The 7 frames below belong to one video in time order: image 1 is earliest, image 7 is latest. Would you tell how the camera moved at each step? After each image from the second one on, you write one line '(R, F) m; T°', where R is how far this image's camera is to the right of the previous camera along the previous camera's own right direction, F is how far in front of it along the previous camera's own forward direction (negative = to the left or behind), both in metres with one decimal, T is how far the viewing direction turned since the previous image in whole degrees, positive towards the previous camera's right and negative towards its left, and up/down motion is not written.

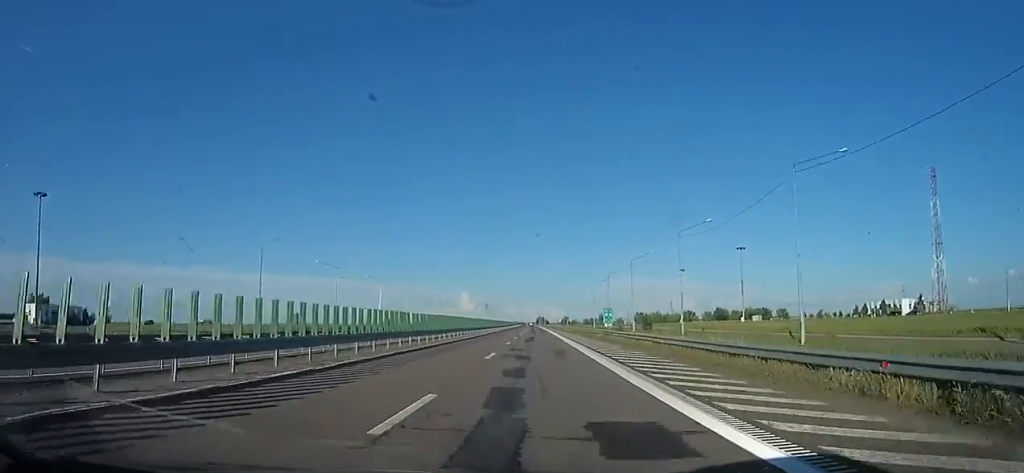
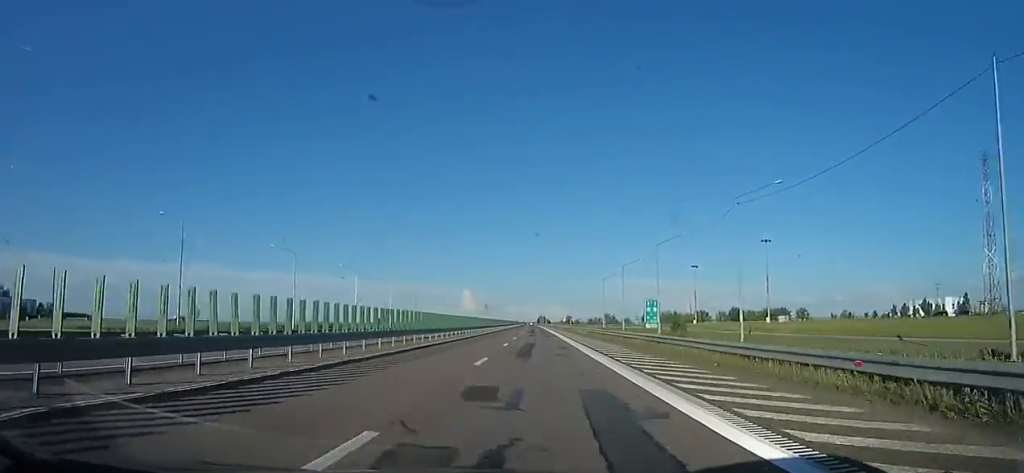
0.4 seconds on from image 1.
(0.0, +15.2) m; 0°
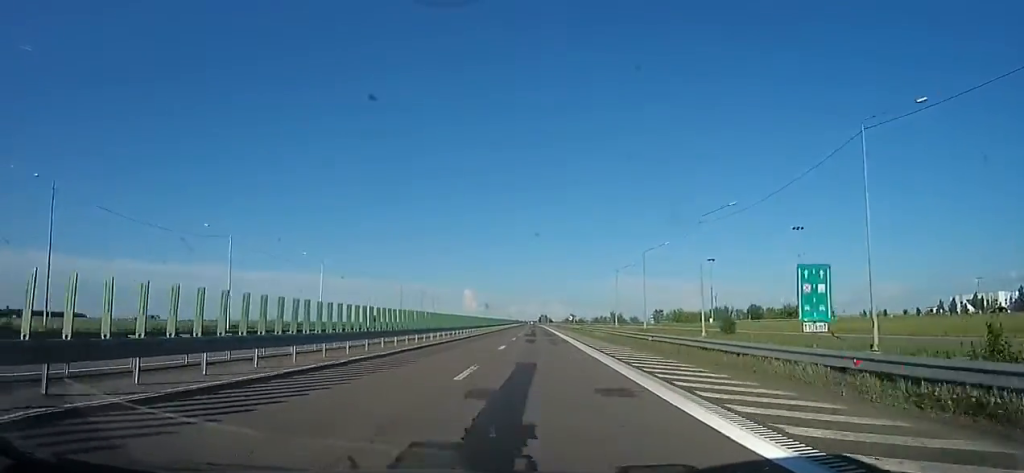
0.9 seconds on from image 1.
(0.0, +15.8) m; 0°
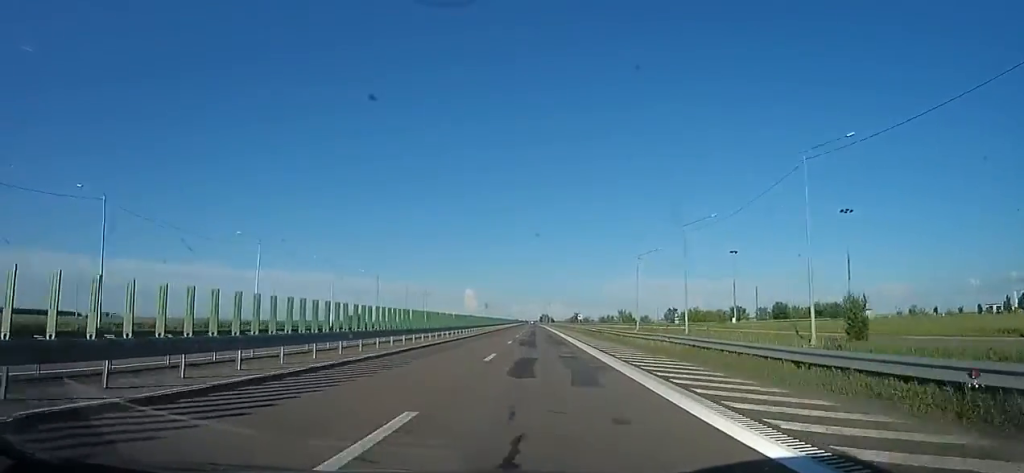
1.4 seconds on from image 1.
(0.0, +18.8) m; 0°
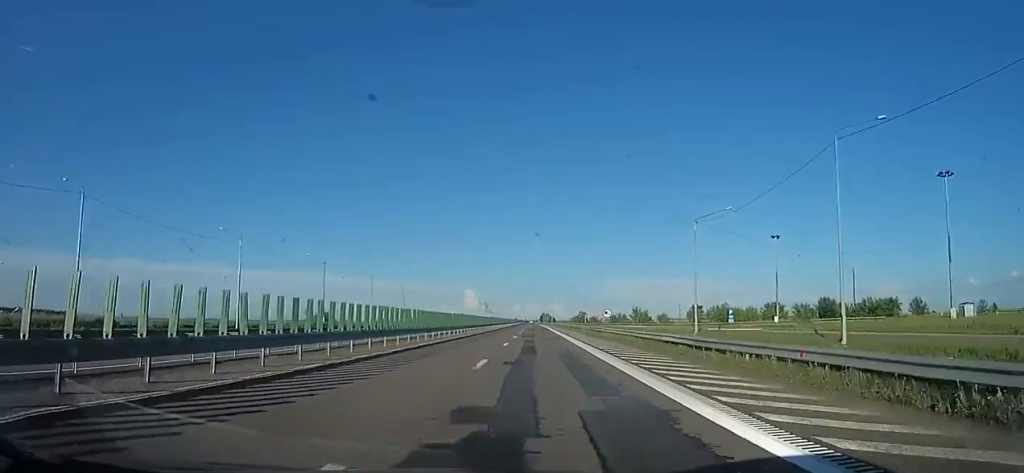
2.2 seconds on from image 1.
(-0.1, +26.8) m; 0°
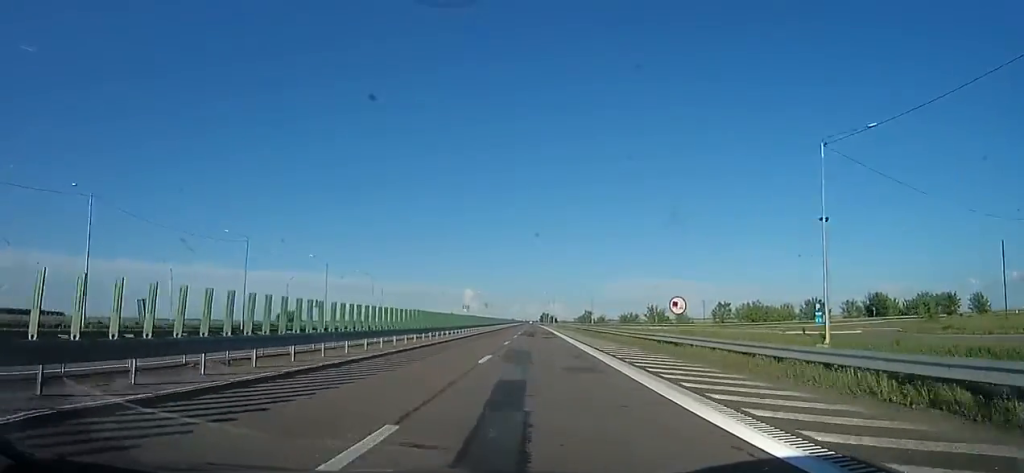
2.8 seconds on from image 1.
(0.0, +22.2) m; 0°
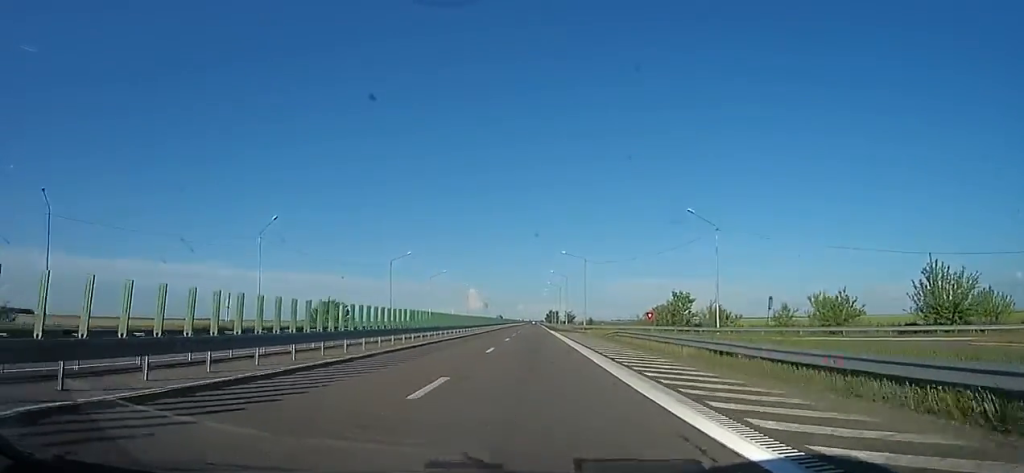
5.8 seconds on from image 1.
(0.0, +103.0) m; 0°
